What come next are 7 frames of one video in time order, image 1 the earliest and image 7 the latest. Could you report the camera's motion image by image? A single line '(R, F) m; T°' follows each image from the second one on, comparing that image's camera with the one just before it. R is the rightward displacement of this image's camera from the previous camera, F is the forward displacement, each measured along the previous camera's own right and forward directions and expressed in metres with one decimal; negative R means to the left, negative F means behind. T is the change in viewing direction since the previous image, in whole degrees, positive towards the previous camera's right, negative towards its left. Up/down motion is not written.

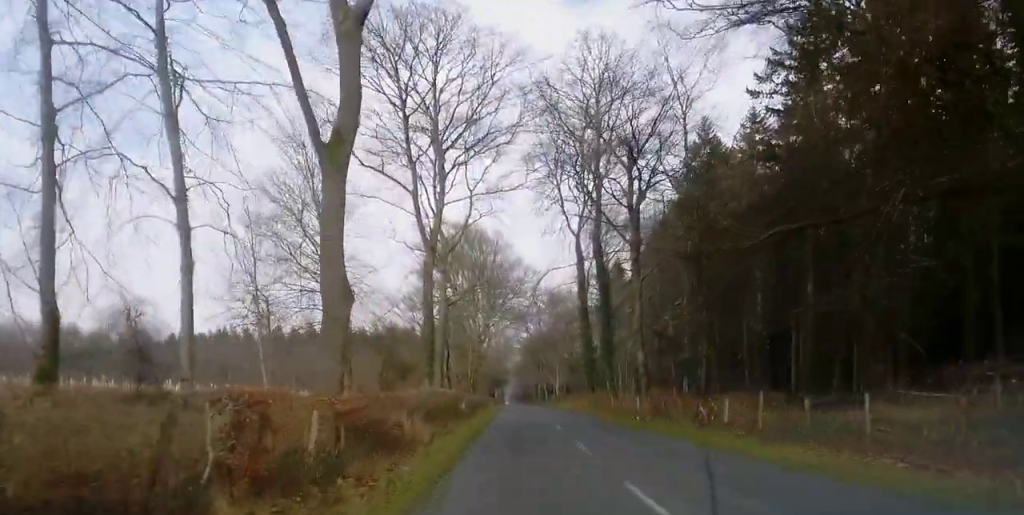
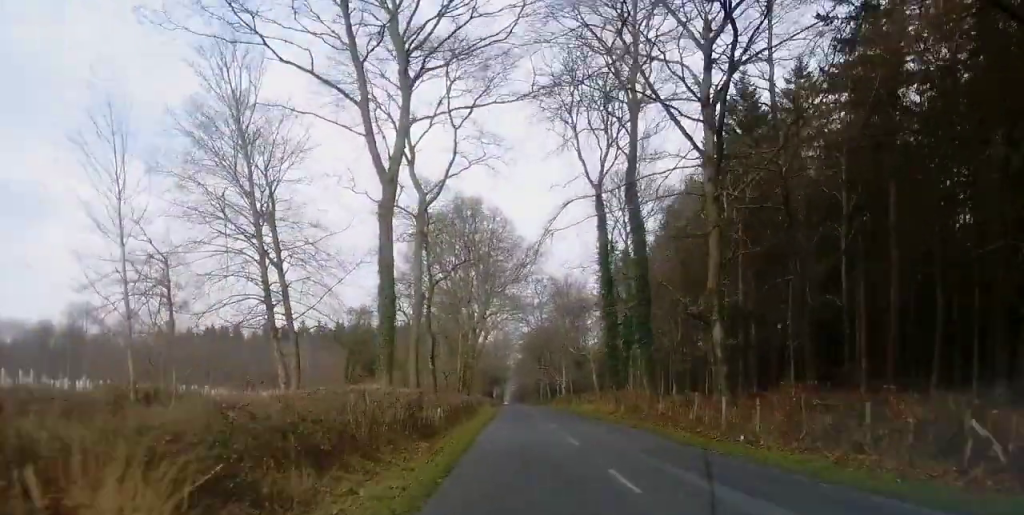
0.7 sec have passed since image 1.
(+0.1, +15.5) m; 0°
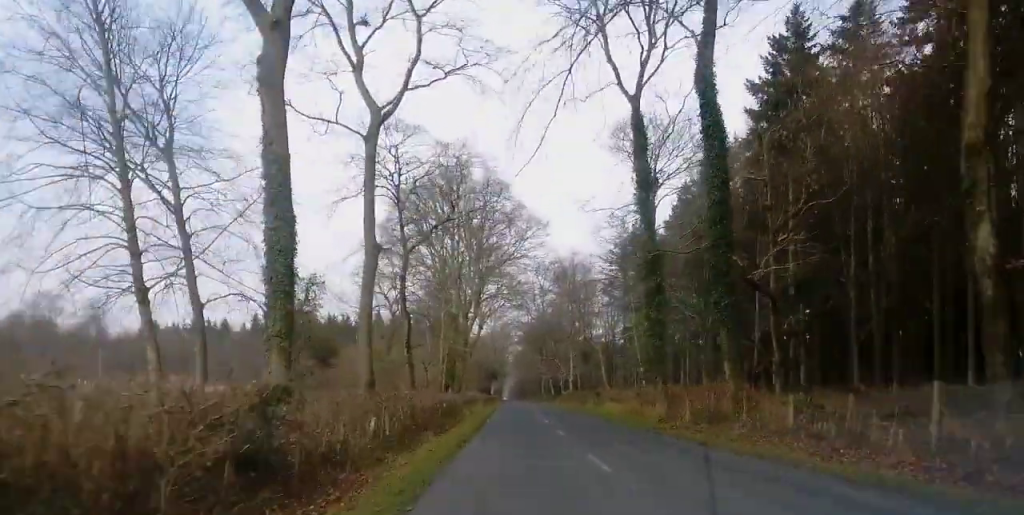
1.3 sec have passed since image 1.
(0.0, +15.1) m; 0°
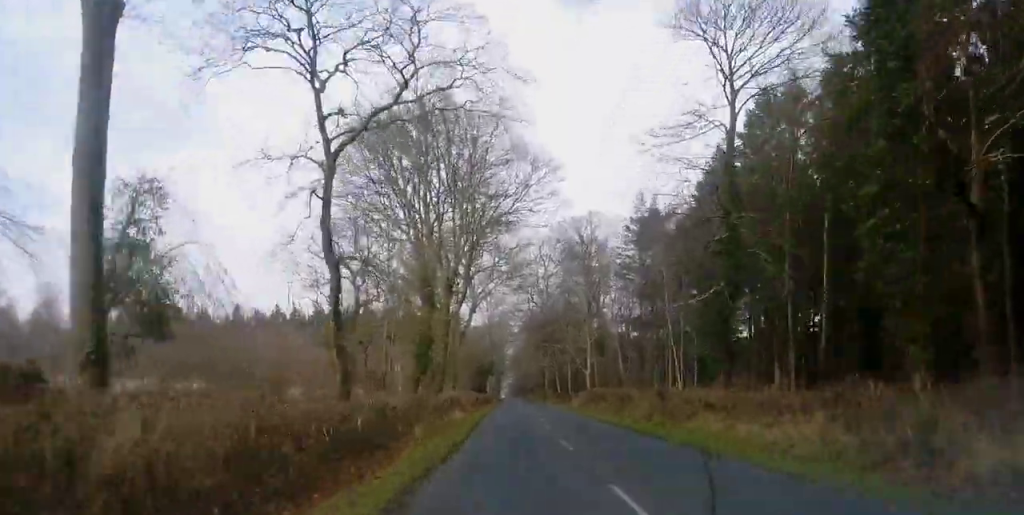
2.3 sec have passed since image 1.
(-0.2, +22.1) m; 0°
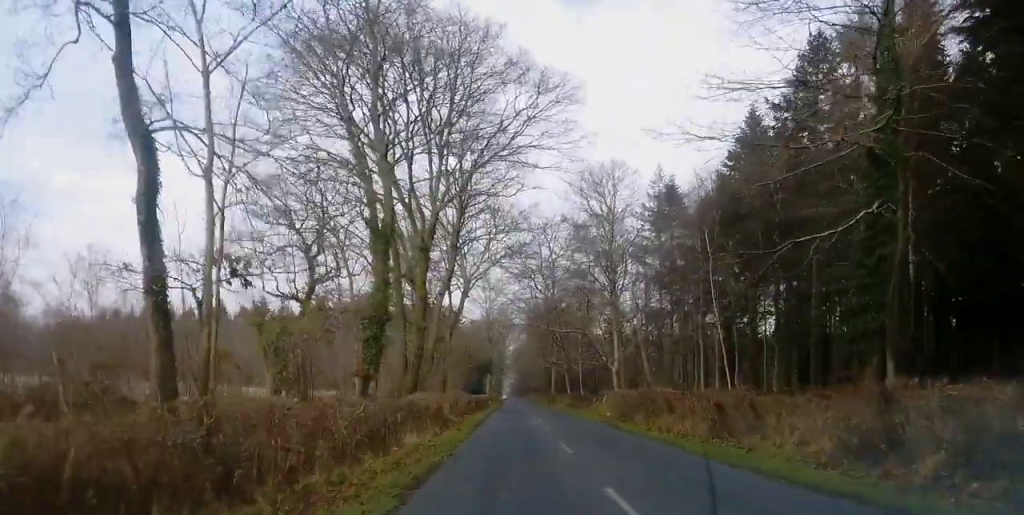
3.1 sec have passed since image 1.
(+0.2, +17.3) m; +1°
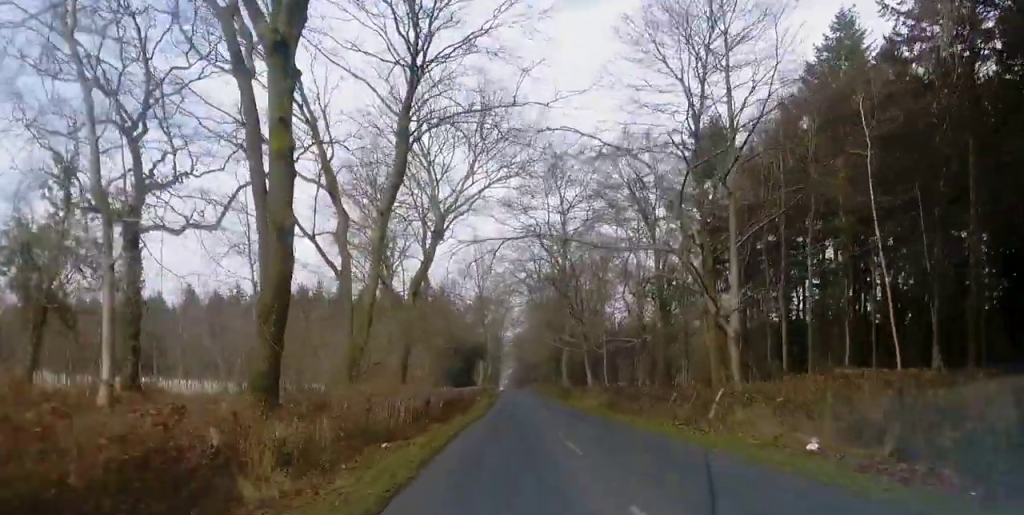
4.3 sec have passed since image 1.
(0.0, +28.0) m; 0°
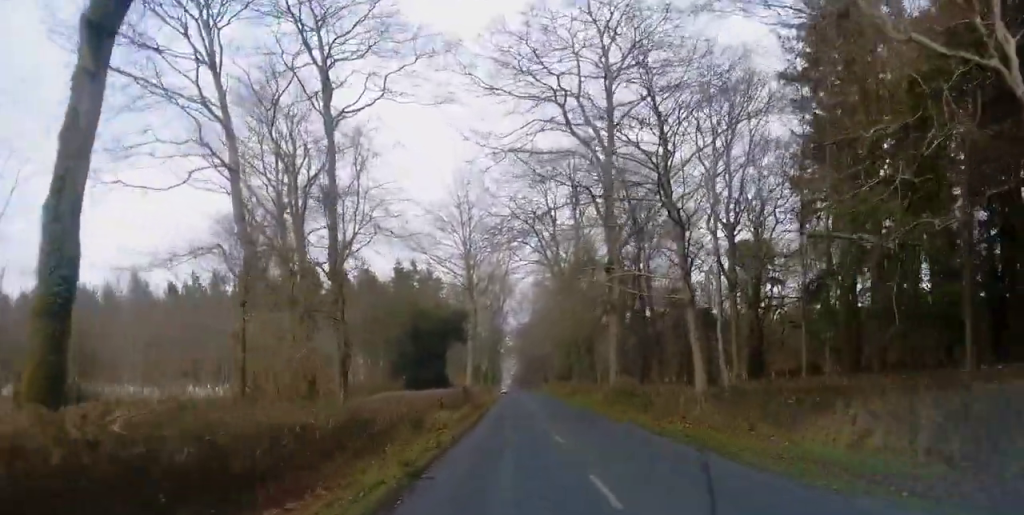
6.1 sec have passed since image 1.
(-0.5, +40.3) m; -1°
